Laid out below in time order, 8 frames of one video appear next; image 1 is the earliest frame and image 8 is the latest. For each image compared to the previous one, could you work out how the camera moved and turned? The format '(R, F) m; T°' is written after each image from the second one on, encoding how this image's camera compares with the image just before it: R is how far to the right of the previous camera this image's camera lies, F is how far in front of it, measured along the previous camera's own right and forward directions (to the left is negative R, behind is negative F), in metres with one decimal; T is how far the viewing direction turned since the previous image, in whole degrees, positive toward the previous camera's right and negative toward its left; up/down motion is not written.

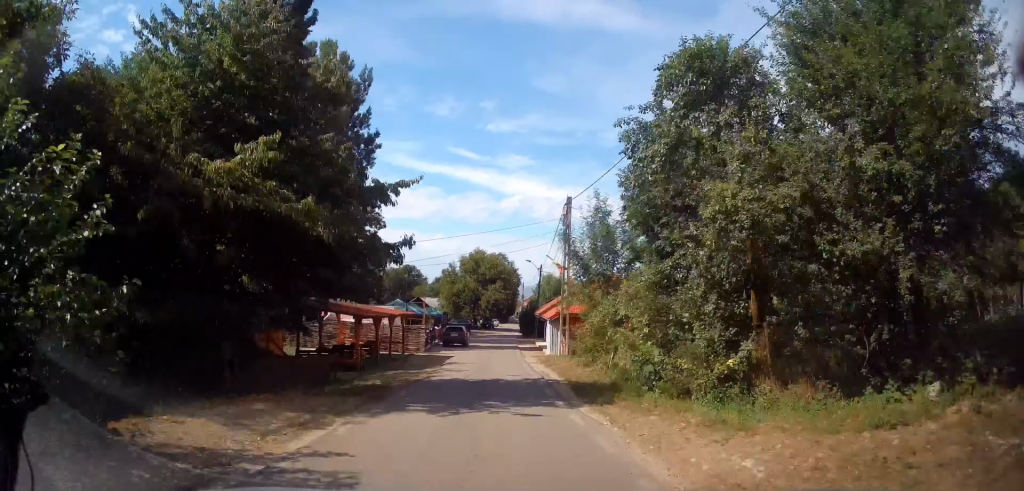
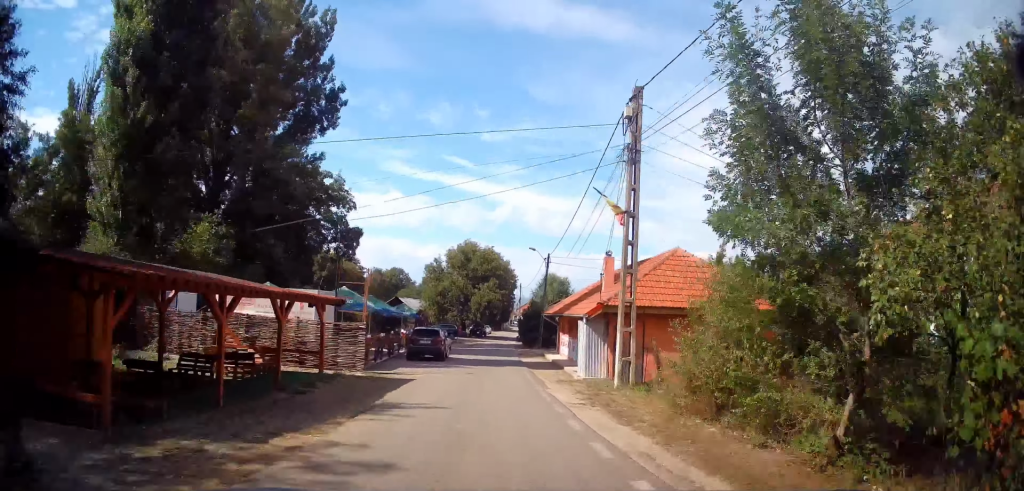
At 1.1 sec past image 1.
(+0.1, +13.3) m; +2°
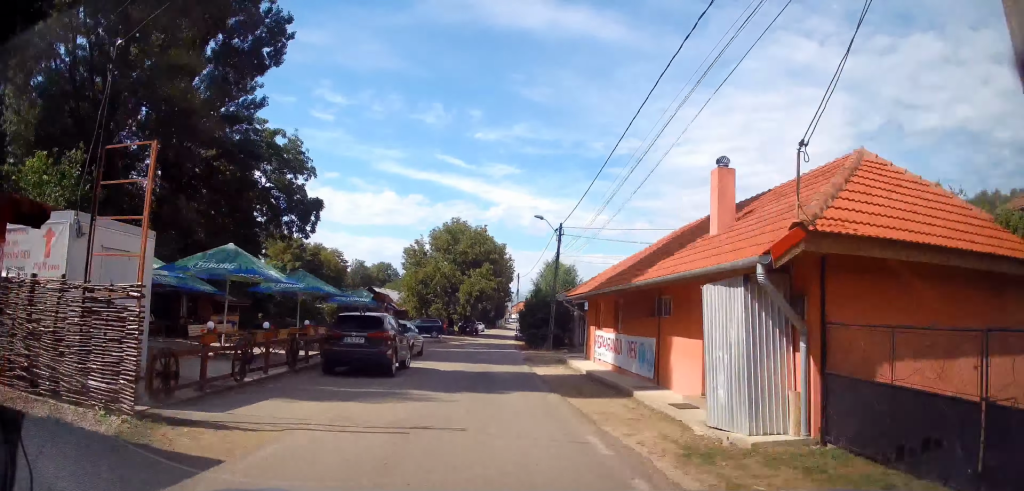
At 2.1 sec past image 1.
(+0.2, +11.8) m; +2°
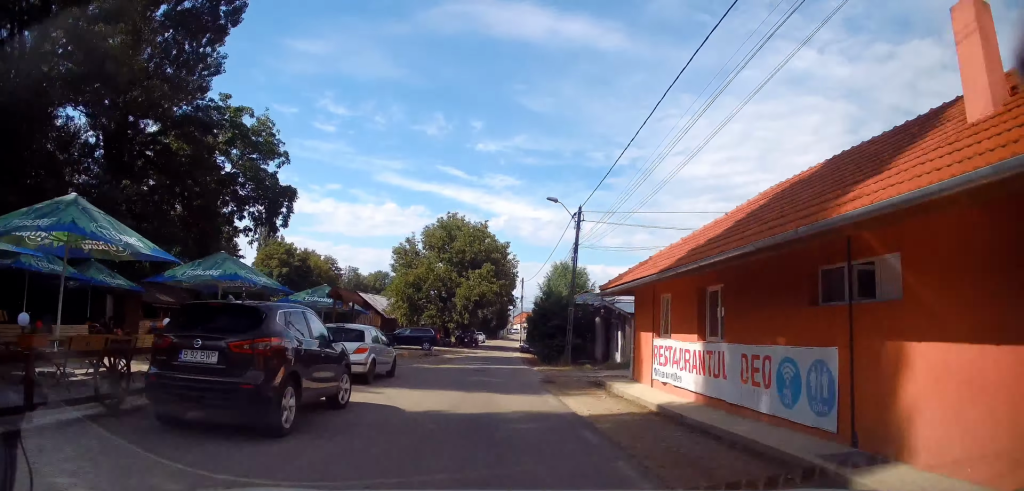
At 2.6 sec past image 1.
(+0.1, +7.0) m; +1°
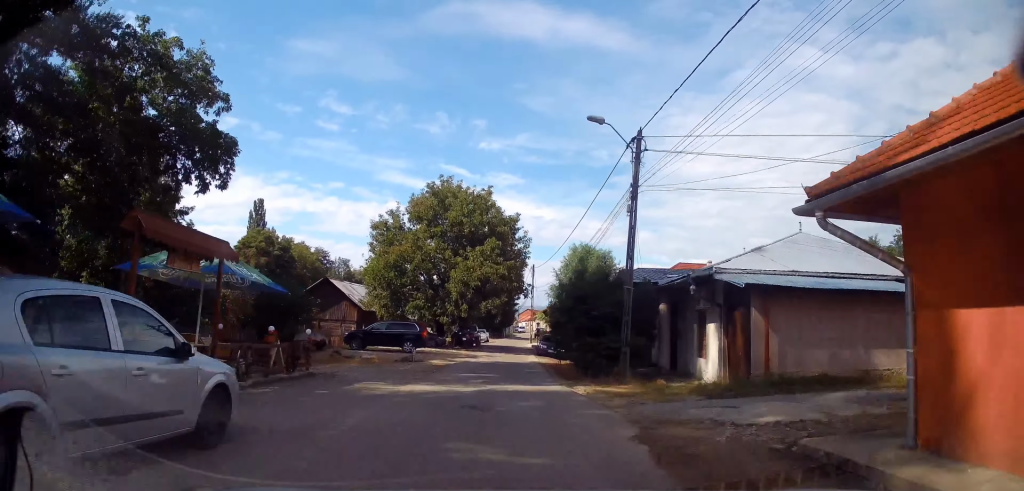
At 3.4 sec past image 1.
(0.0, +10.9) m; -1°
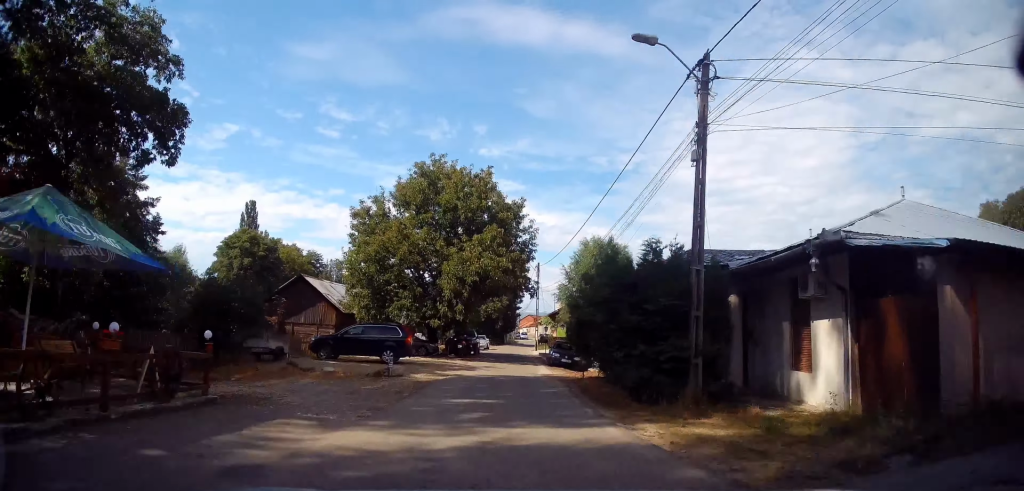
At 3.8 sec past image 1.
(0.0, +5.9) m; 0°
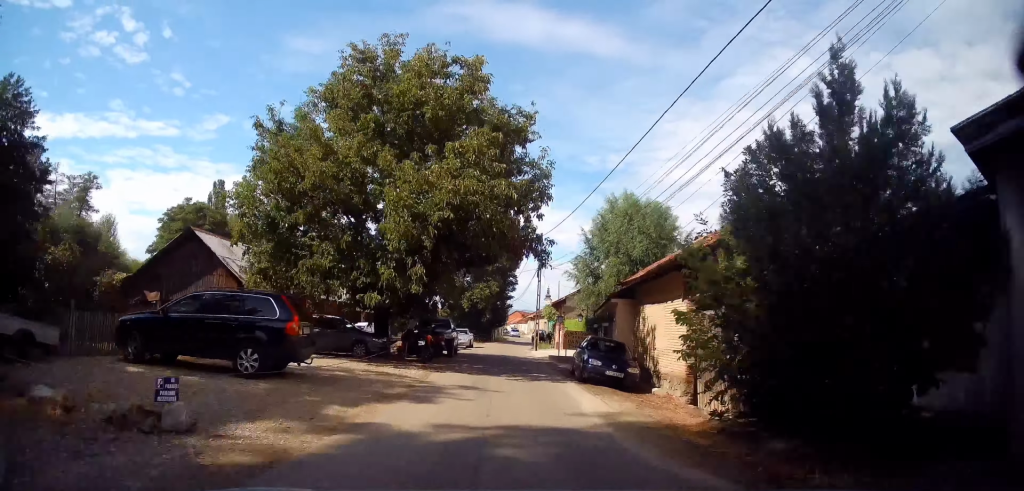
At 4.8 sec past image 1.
(-0.3, +13.3) m; 0°
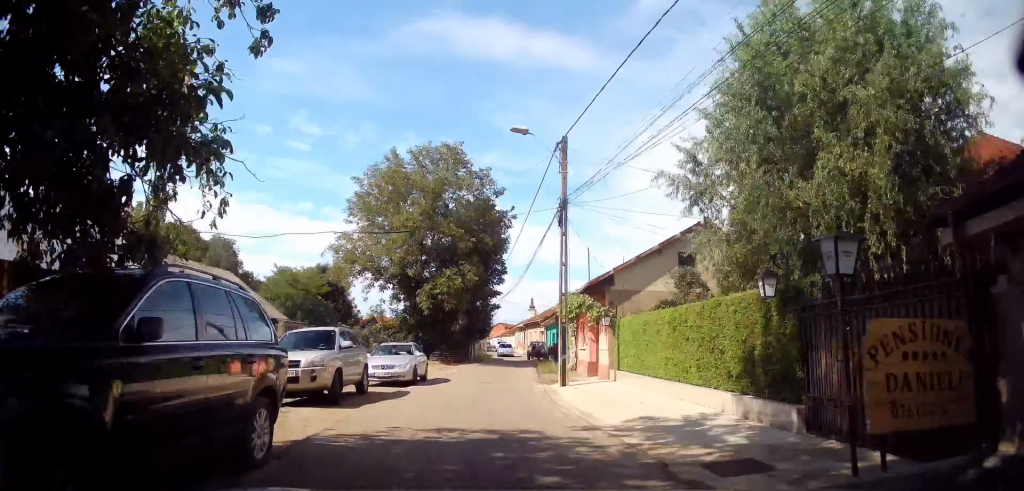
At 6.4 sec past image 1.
(+0.9, +20.6) m; +3°
